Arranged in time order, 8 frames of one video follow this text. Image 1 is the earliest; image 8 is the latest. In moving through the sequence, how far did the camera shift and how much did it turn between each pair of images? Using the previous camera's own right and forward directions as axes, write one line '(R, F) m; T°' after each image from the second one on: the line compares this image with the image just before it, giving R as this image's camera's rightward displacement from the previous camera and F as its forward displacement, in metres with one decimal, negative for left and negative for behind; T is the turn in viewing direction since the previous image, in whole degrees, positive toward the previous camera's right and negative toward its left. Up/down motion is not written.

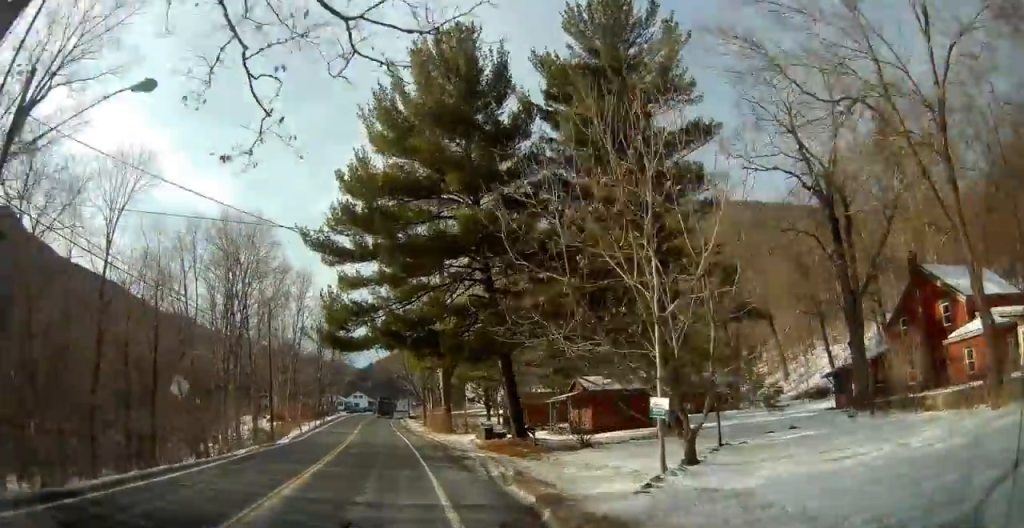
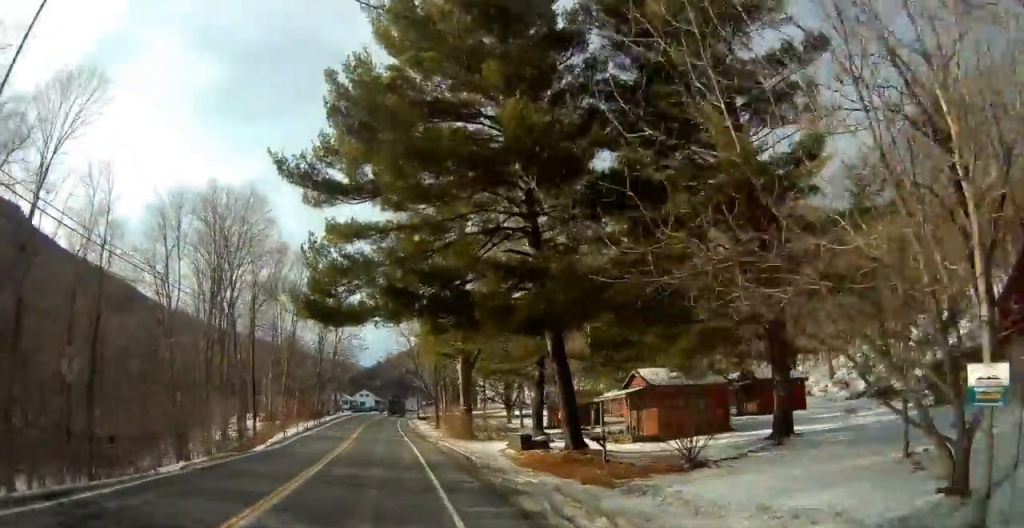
(-0.4, +8.3) m; +4°
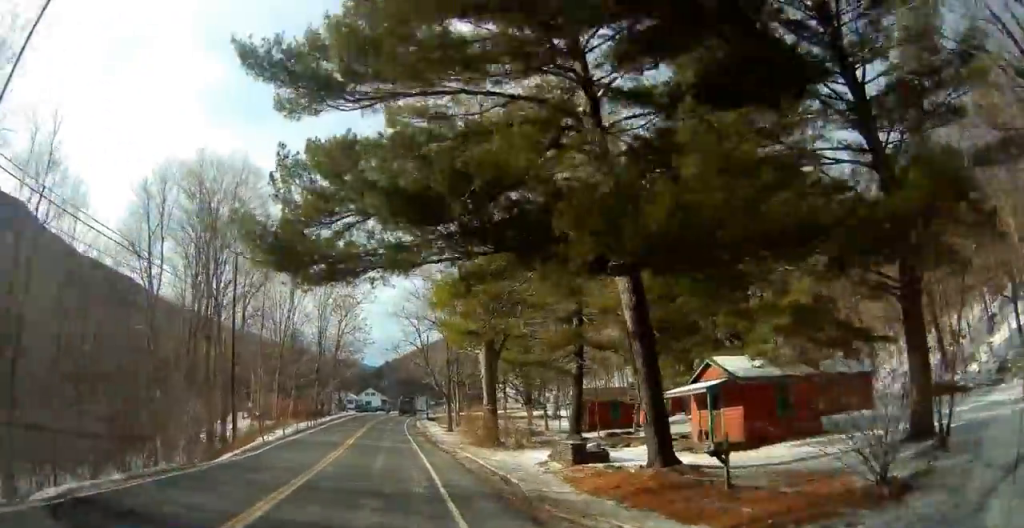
(+1.6, +6.9) m; +3°
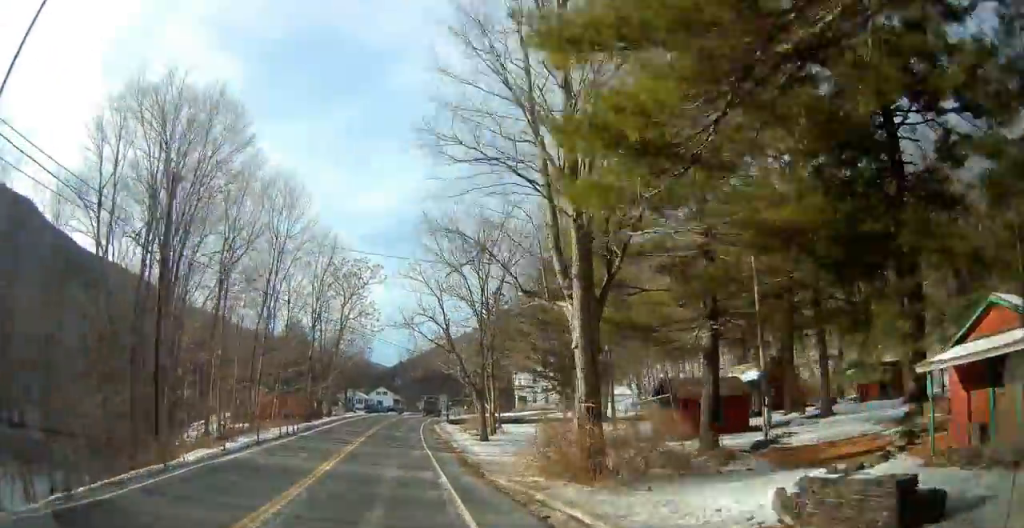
(+0.5, +13.4) m; -1°
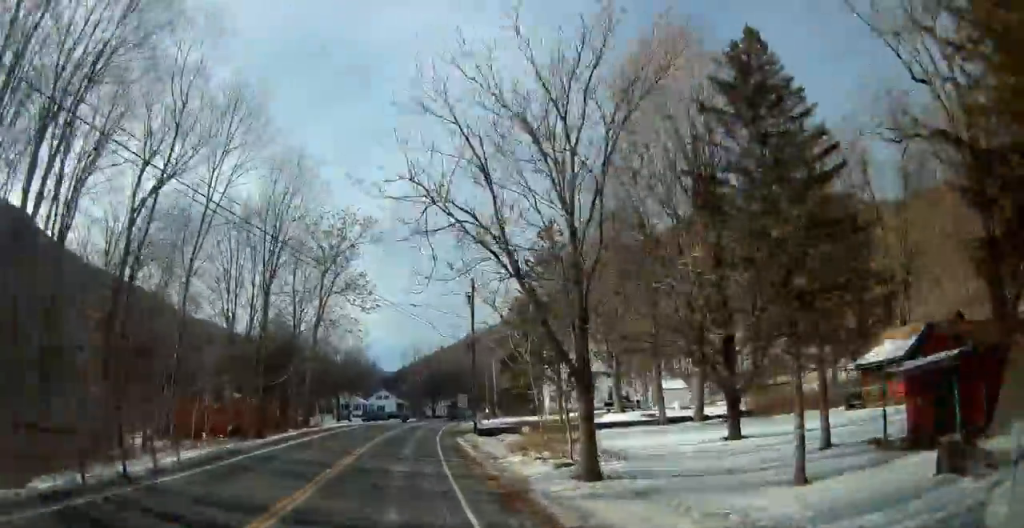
(-1.3, +19.6) m; -5°
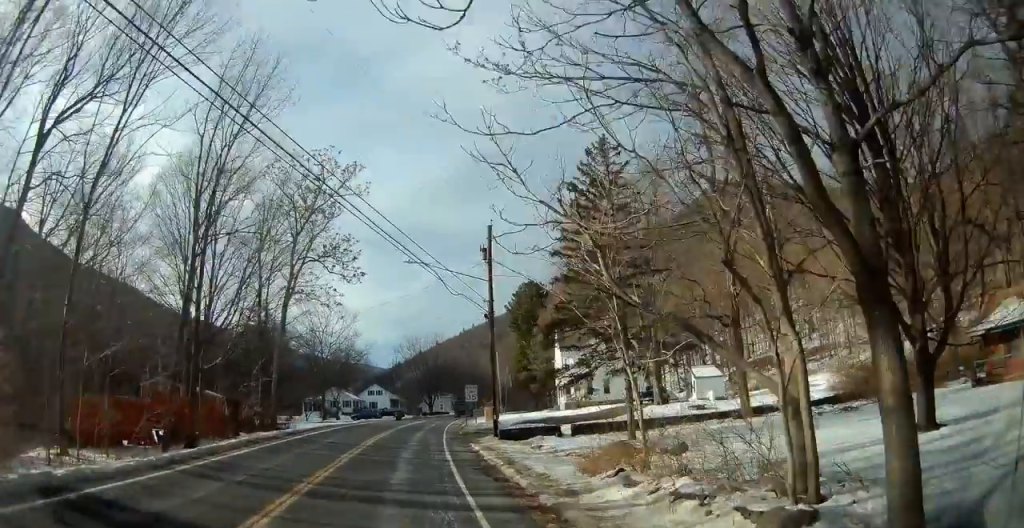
(-0.1, +10.9) m; -1°
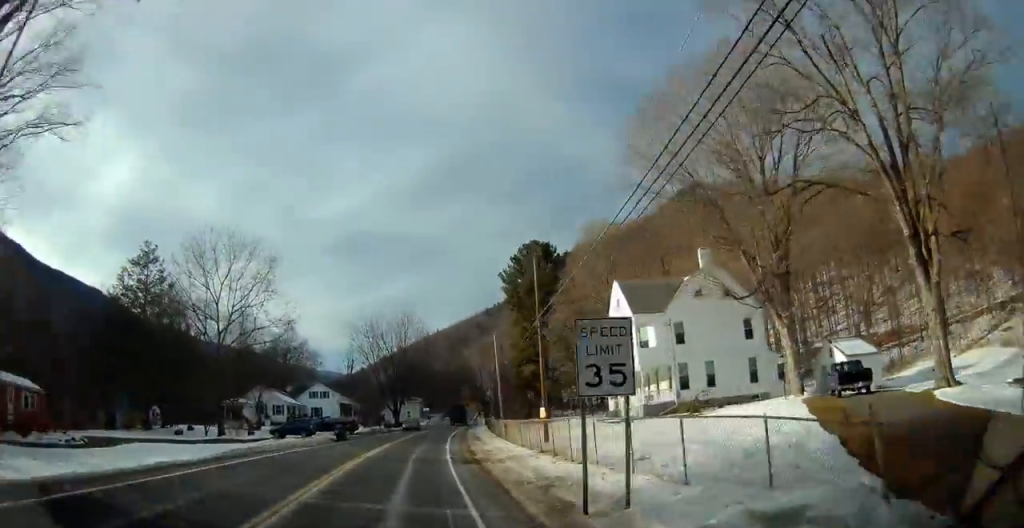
(+0.5, +32.2) m; +3°
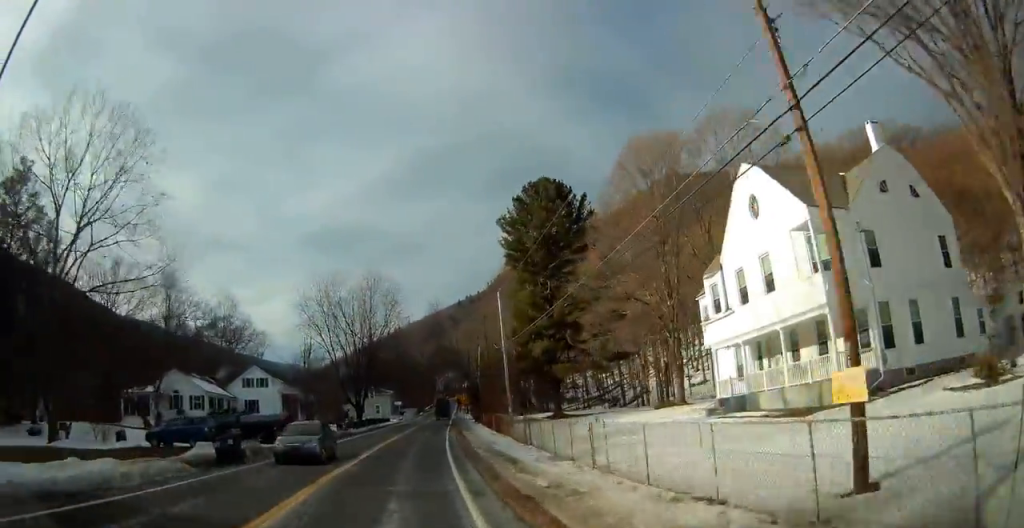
(+0.3, +21.4) m; +3°
